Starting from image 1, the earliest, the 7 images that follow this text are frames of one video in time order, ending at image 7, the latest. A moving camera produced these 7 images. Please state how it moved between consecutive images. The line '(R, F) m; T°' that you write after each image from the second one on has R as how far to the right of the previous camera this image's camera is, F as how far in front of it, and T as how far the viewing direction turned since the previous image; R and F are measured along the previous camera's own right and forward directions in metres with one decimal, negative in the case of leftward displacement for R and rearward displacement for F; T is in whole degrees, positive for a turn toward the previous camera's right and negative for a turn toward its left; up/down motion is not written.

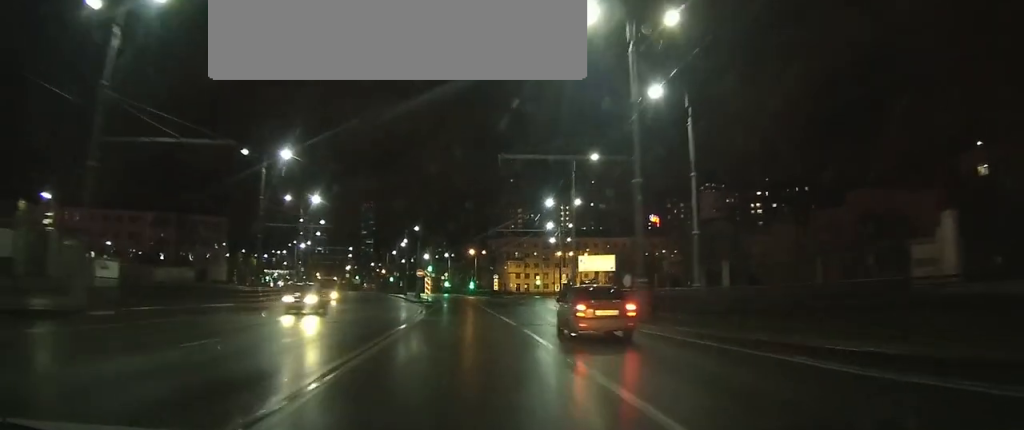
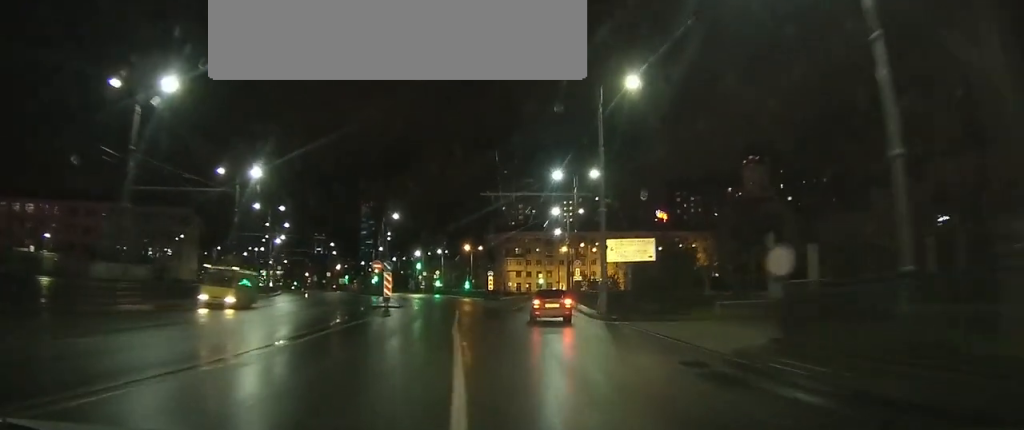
(+0.1, +17.9) m; 0°
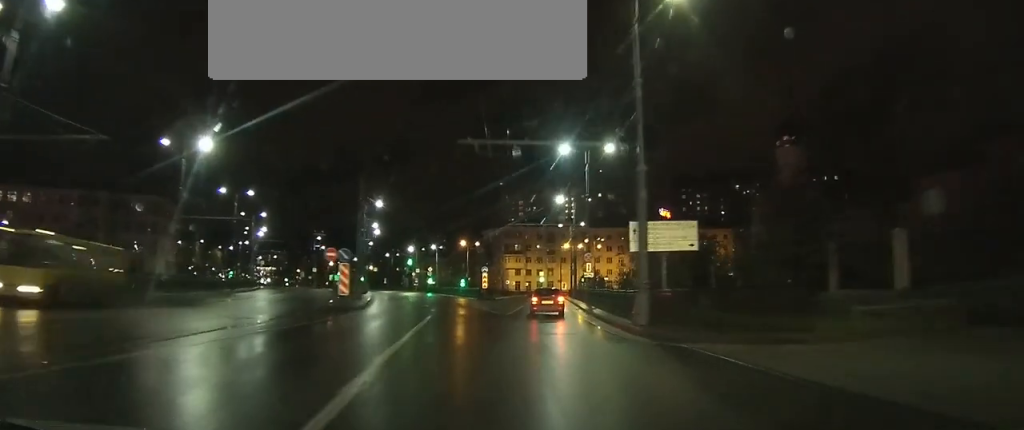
(0.0, +10.3) m; 0°
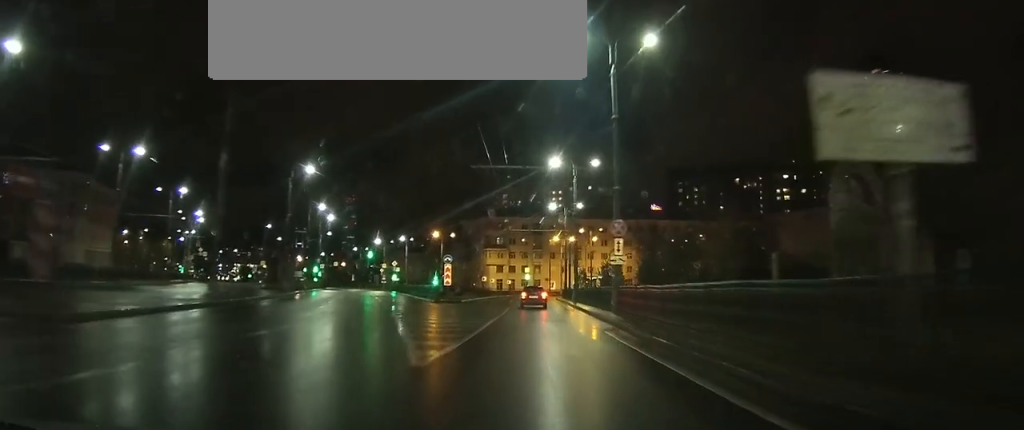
(+0.1, +21.1) m; 0°
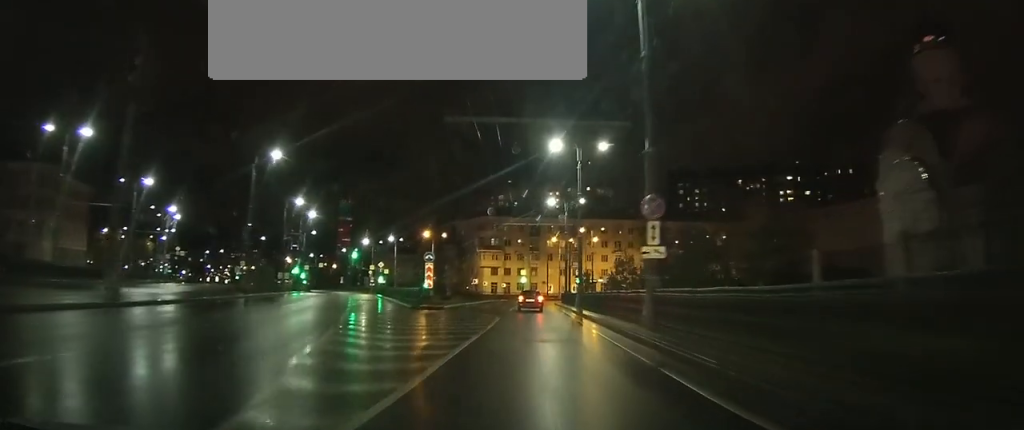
(0.0, +7.5) m; 0°
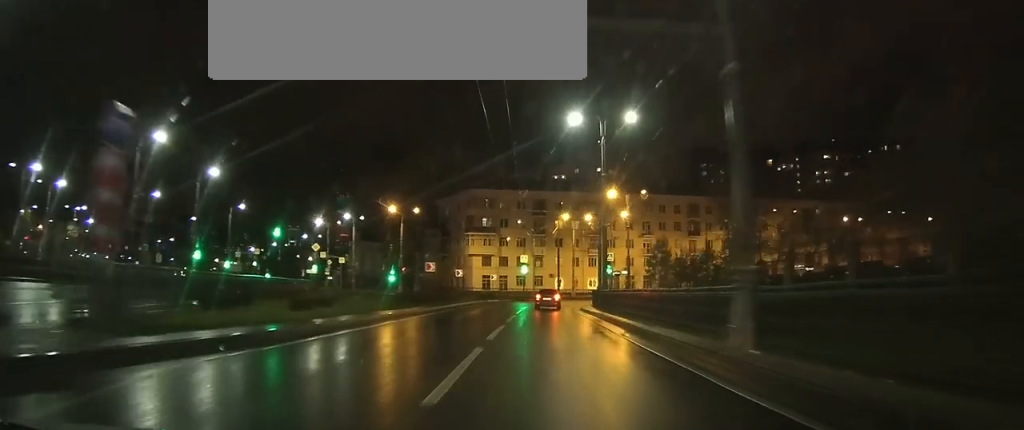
(-0.1, +31.8) m; 0°
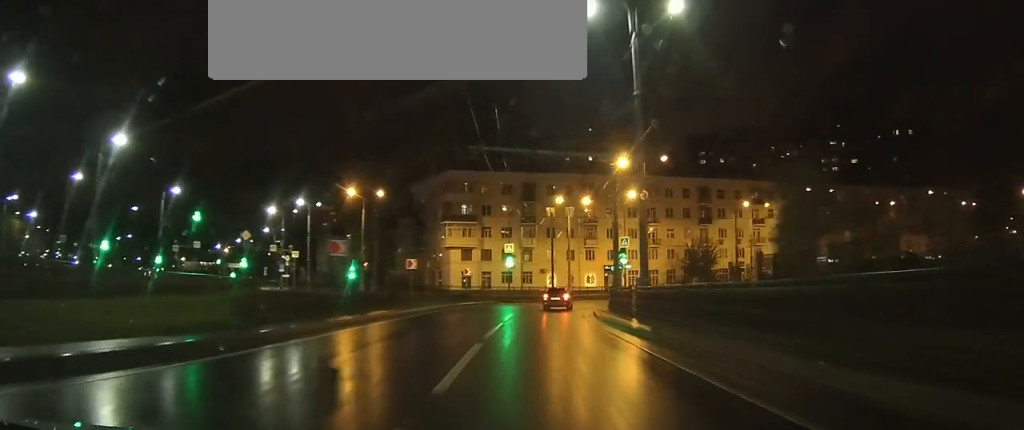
(+0.1, +14.6) m; +1°
